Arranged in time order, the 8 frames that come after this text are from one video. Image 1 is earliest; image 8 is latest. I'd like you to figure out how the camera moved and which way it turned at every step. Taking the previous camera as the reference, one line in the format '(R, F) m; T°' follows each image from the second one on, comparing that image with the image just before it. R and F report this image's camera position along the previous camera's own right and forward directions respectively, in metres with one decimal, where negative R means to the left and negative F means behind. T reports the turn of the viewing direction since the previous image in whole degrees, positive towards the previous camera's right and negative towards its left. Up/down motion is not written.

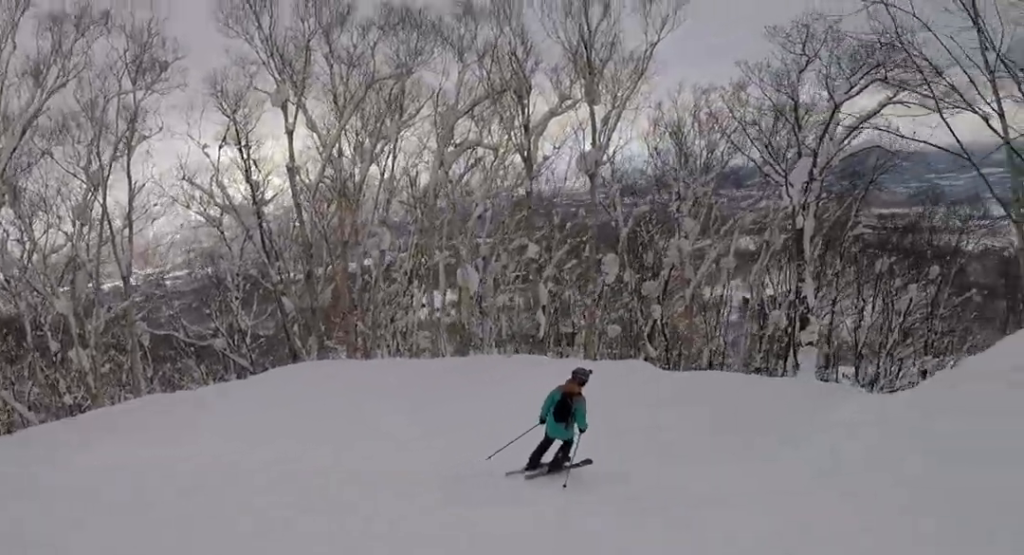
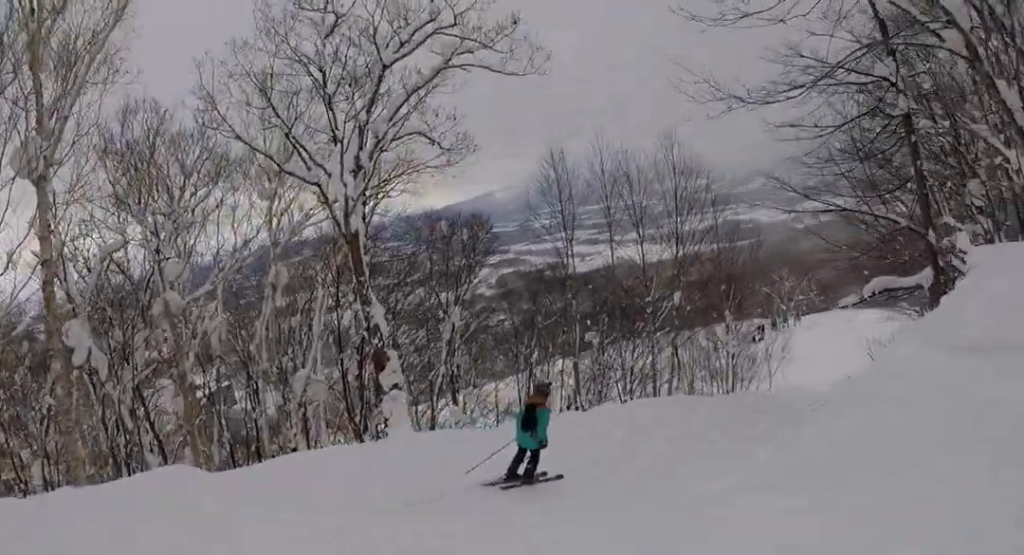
(+3.4, +7.6) m; +41°
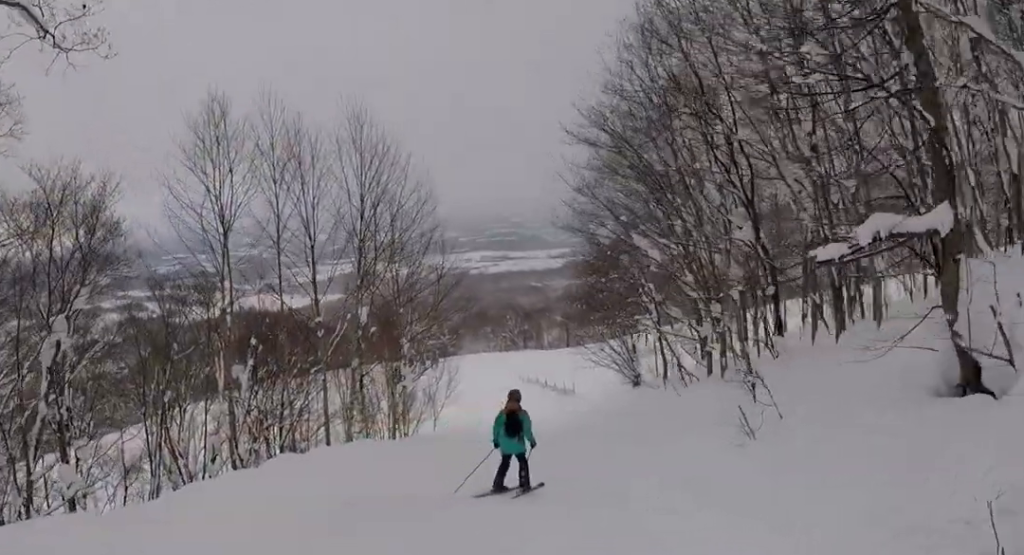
(+1.9, +6.6) m; +44°
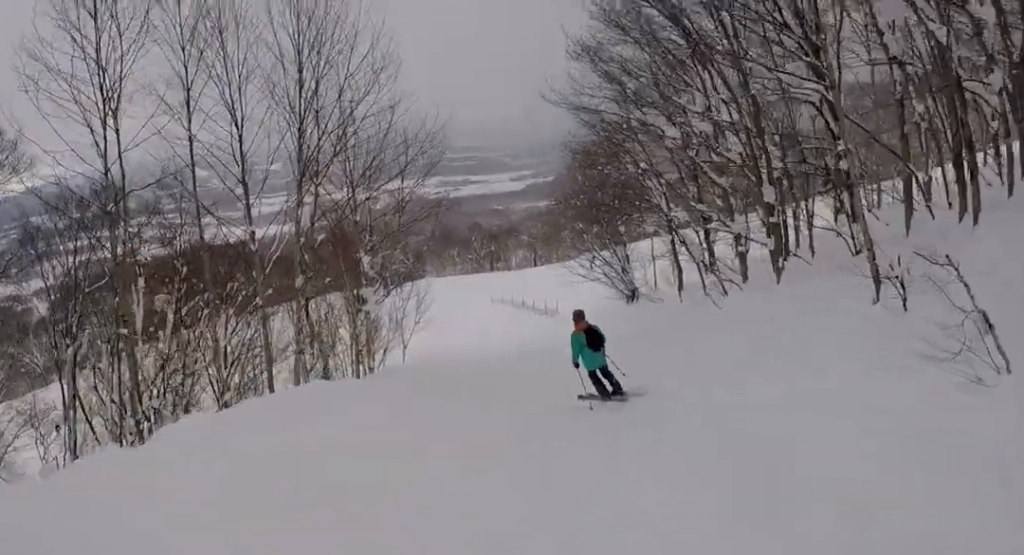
(+1.9, +4.9) m; +16°
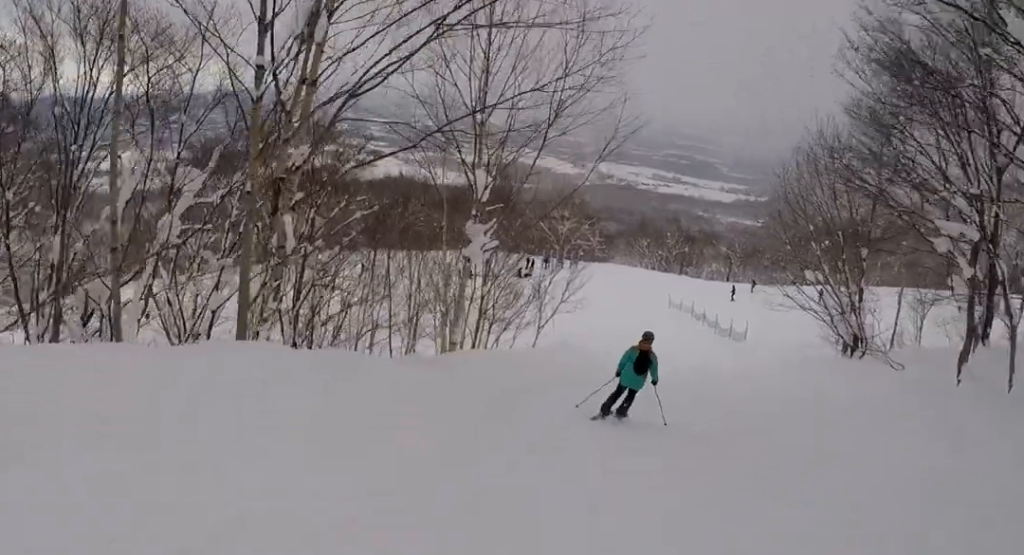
(+0.9, +8.9) m; +3°
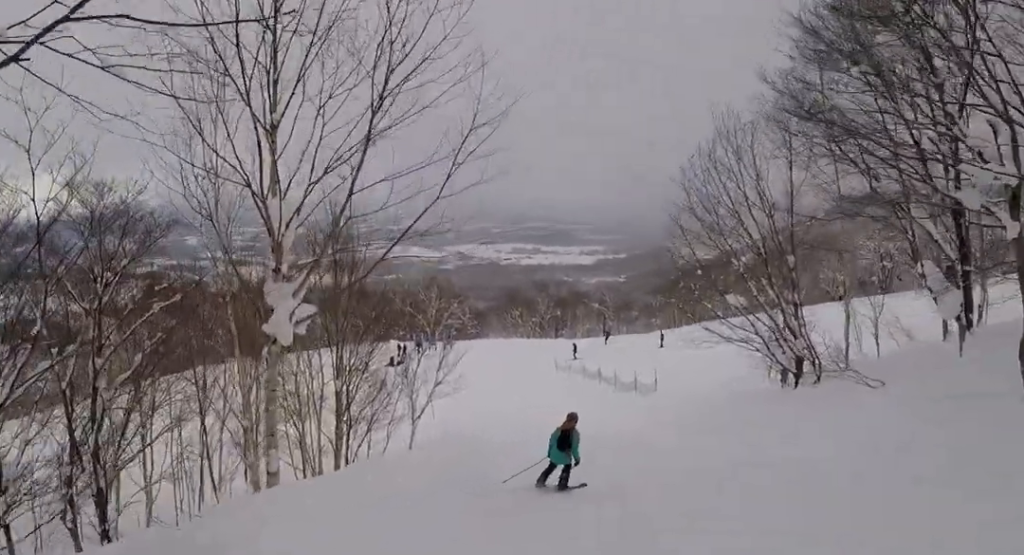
(-0.2, +6.0) m; +3°
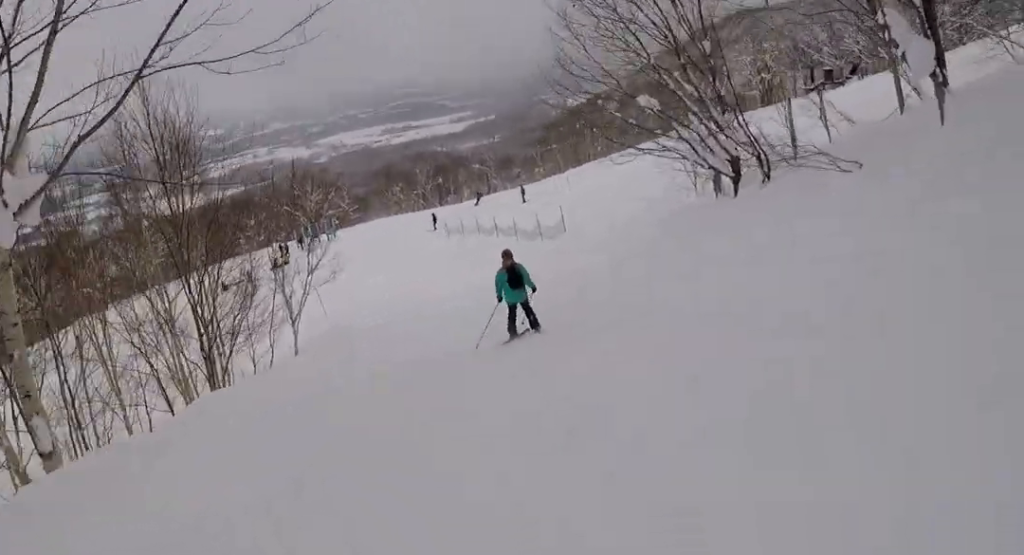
(-0.4, +3.7) m; +5°
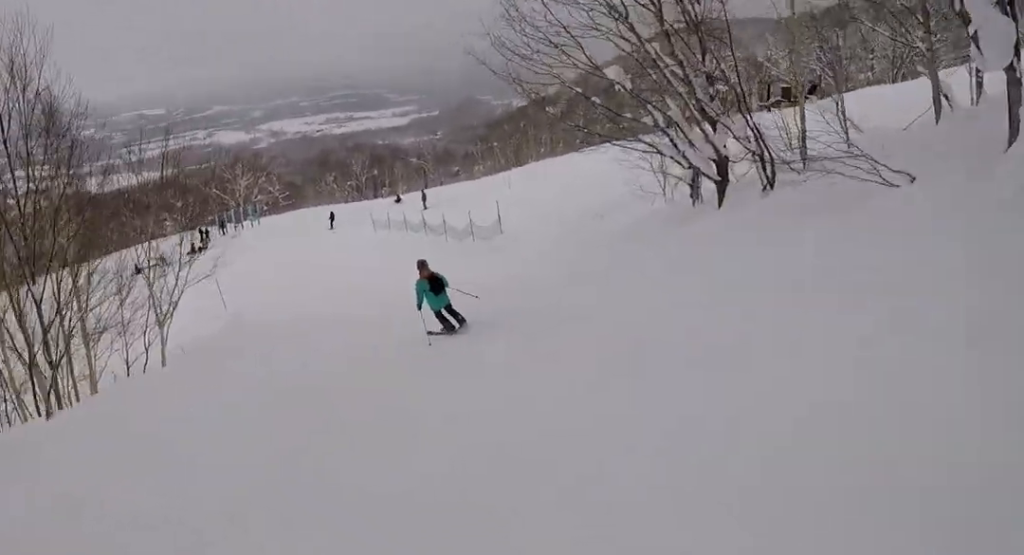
(+0.5, +4.0) m; +3°
